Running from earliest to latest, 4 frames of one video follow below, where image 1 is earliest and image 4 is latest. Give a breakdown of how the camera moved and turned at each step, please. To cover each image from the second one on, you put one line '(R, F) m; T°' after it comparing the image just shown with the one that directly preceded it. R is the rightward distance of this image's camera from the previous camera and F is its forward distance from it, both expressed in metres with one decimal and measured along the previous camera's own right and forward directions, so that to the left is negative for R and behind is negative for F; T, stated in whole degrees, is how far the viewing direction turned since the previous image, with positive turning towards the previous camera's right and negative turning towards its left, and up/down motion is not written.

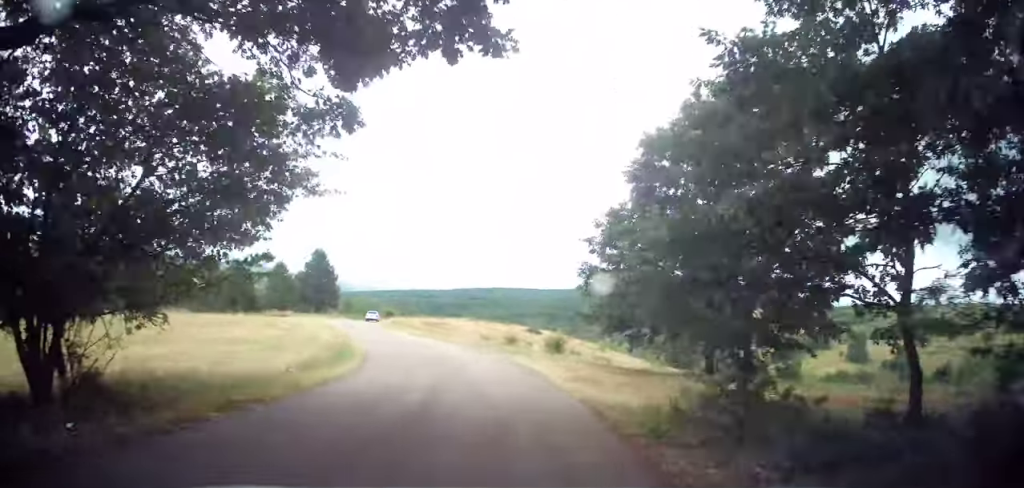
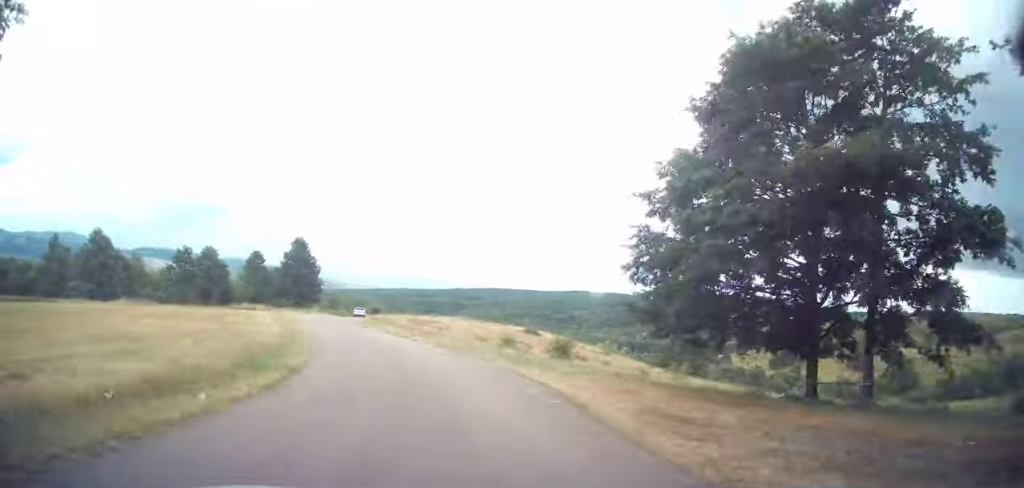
(+0.2, +7.7) m; +2°
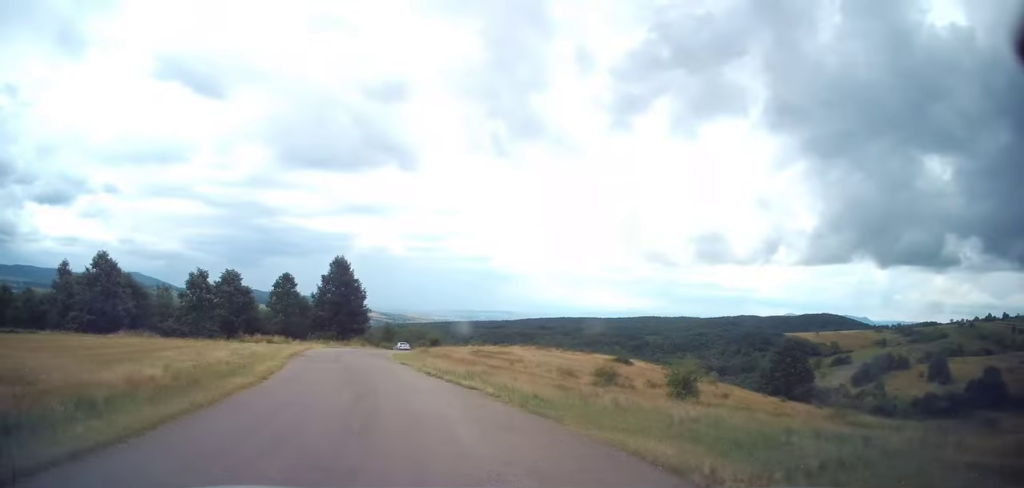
(+0.1, +14.1) m; -4°
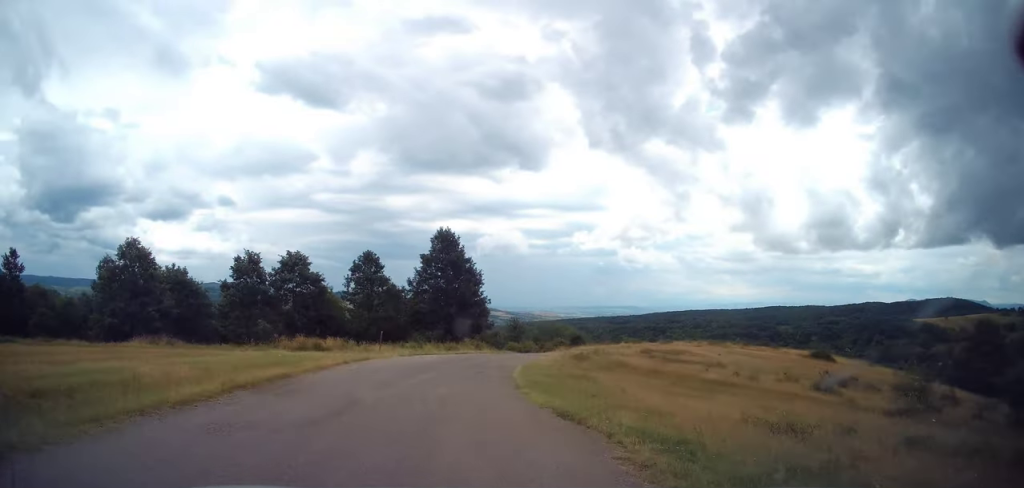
(-1.9, +18.9) m; -10°
